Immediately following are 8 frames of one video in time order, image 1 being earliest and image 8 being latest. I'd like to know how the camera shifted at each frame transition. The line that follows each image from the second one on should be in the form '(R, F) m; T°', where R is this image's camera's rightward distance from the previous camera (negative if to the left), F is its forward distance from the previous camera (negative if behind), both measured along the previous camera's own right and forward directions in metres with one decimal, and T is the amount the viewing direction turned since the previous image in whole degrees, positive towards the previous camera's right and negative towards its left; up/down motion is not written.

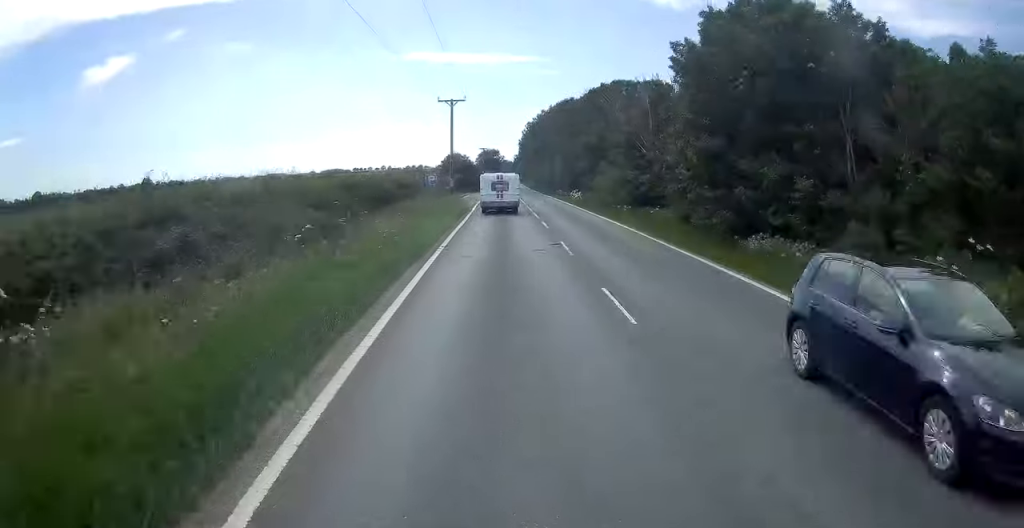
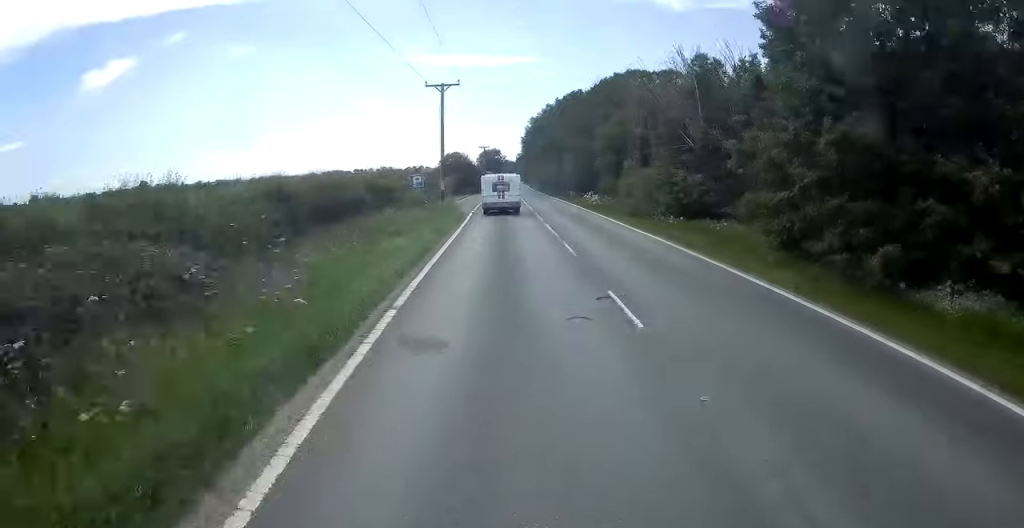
(0.0, +9.3) m; 0°
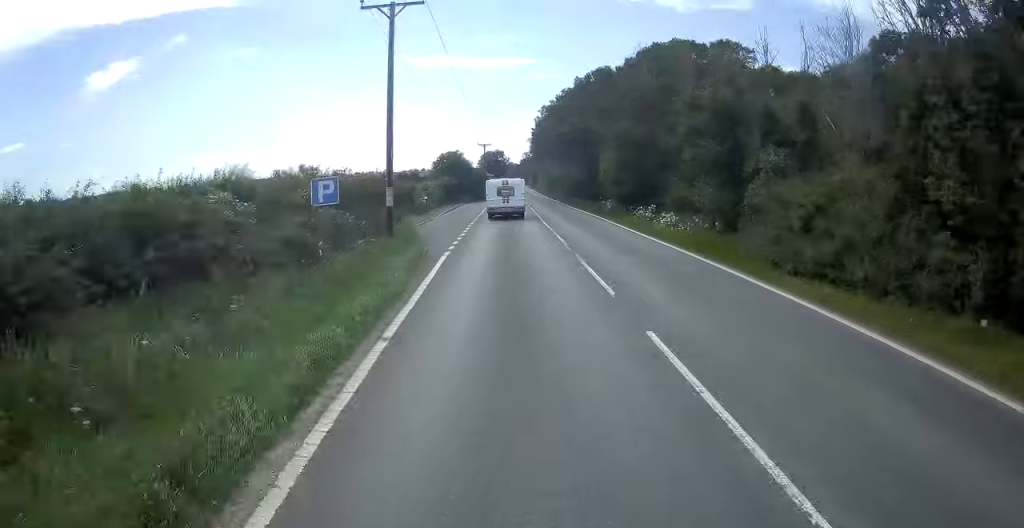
(0.0, +20.8) m; 0°
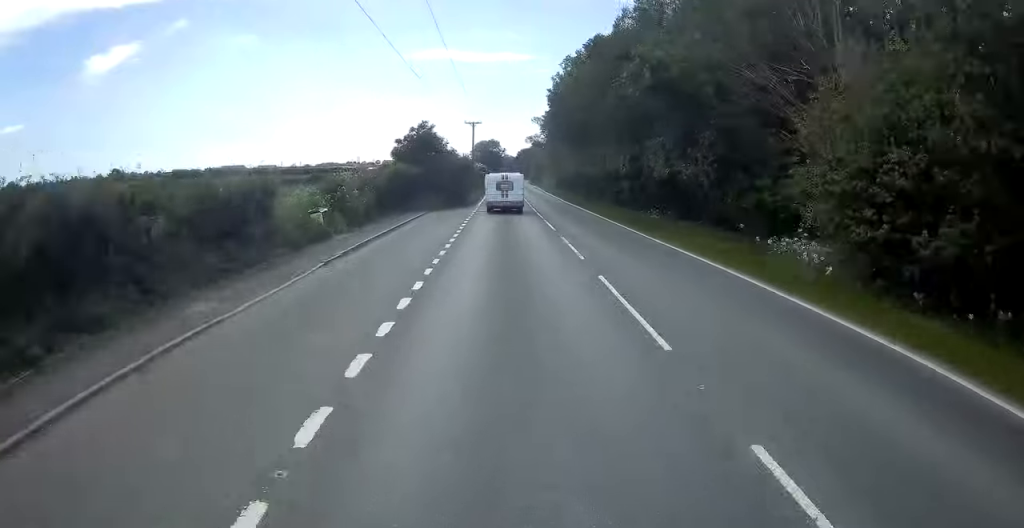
(0.0, +30.9) m; 0°
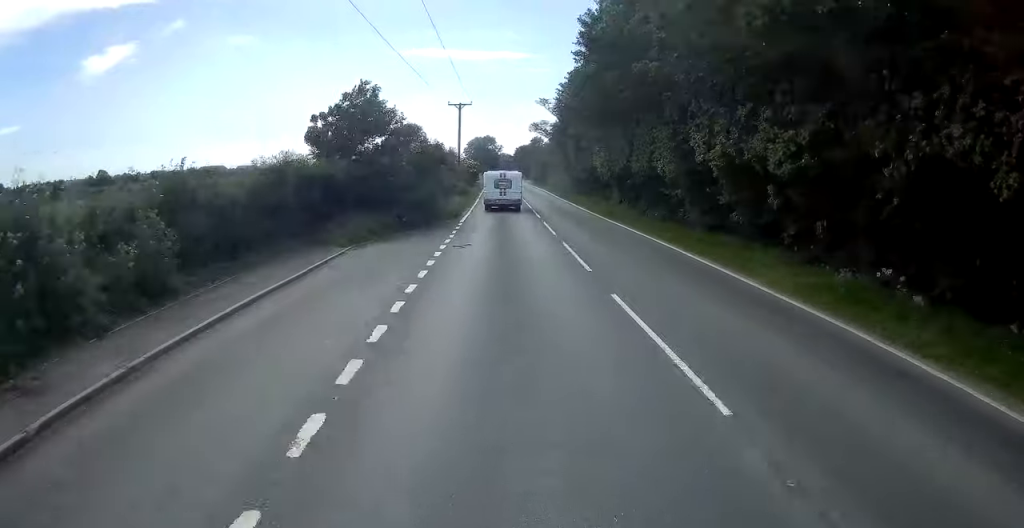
(0.0, +20.1) m; 0°
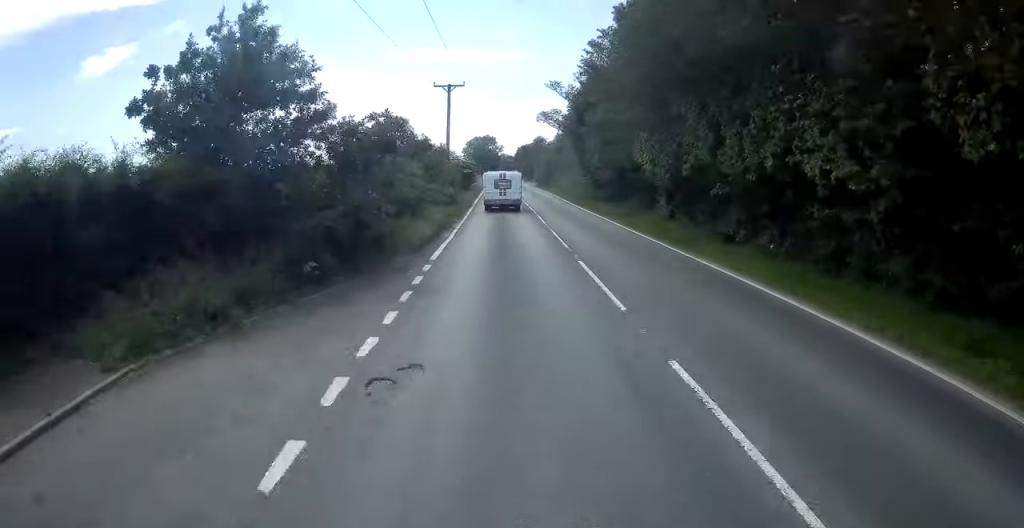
(0.0, +13.2) m; 0°
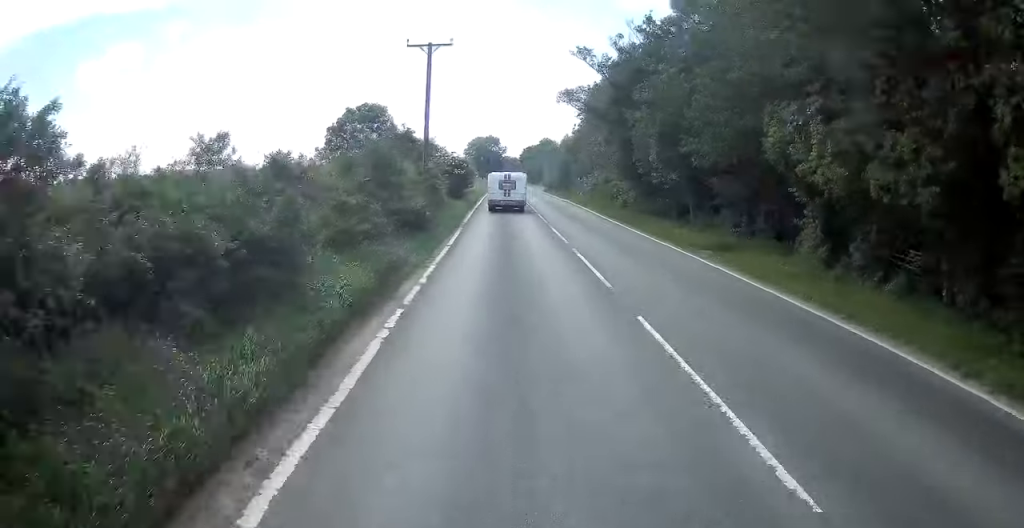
(0.0, +15.5) m; 0°
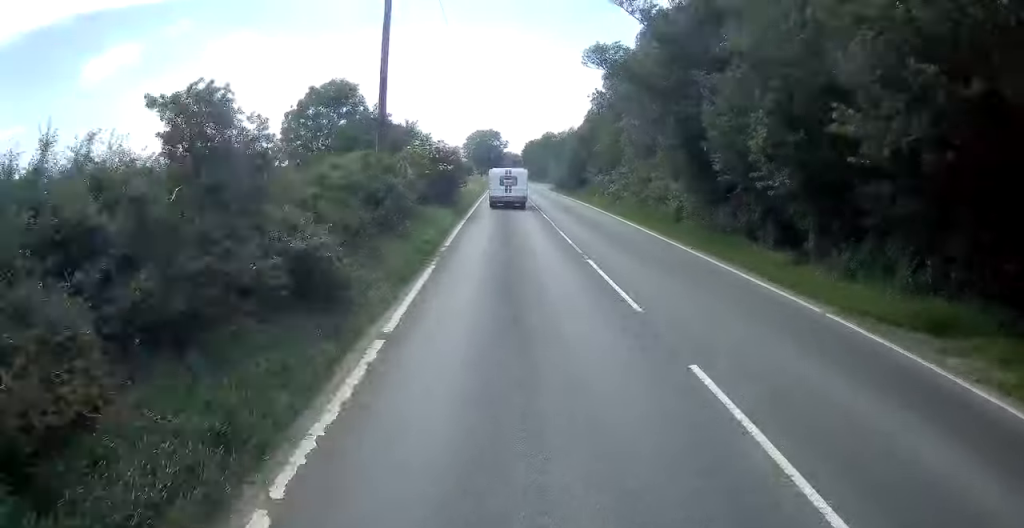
(0.0, +11.6) m; 0°
